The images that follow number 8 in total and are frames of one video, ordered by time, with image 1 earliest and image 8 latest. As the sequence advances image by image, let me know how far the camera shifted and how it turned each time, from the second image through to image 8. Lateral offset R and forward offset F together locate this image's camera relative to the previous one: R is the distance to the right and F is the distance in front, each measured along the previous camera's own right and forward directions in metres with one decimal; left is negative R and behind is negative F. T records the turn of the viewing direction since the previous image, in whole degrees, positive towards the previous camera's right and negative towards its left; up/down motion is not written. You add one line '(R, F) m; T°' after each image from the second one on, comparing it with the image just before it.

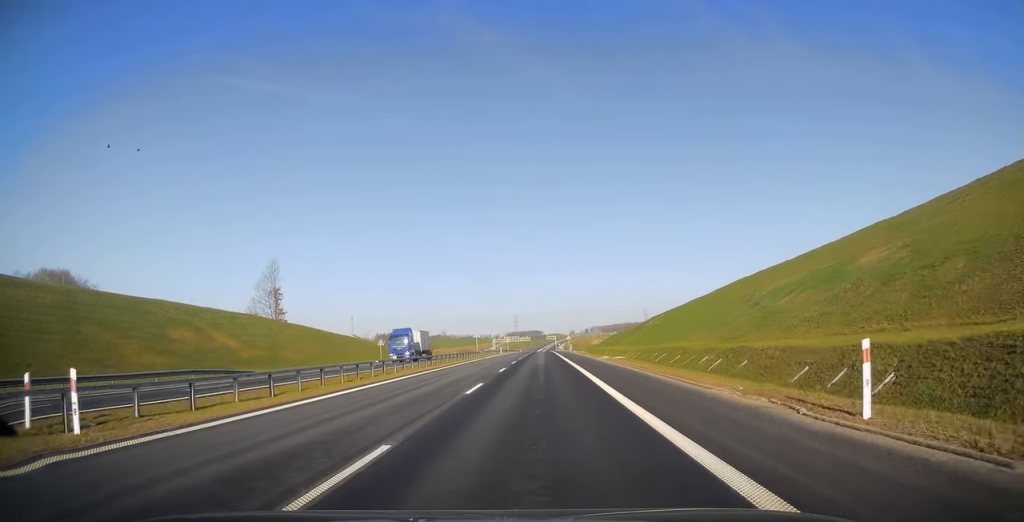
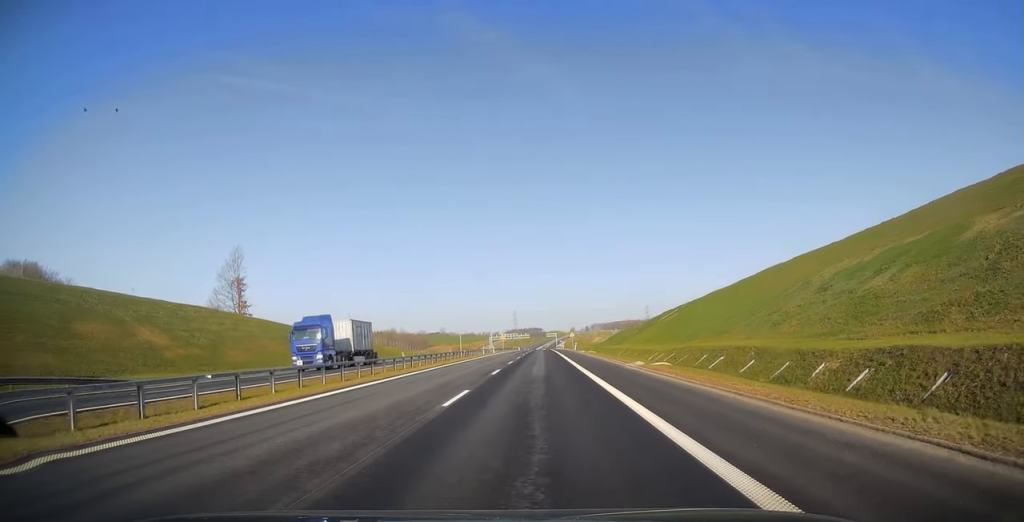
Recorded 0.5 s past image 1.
(-0.1, +15.5) m; 0°
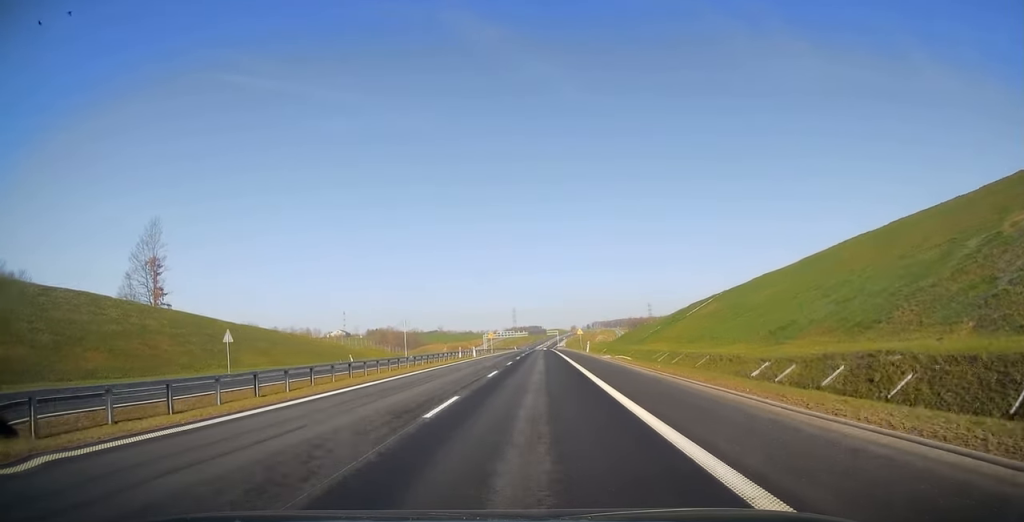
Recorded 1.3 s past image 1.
(0.0, +25.7) m; 0°
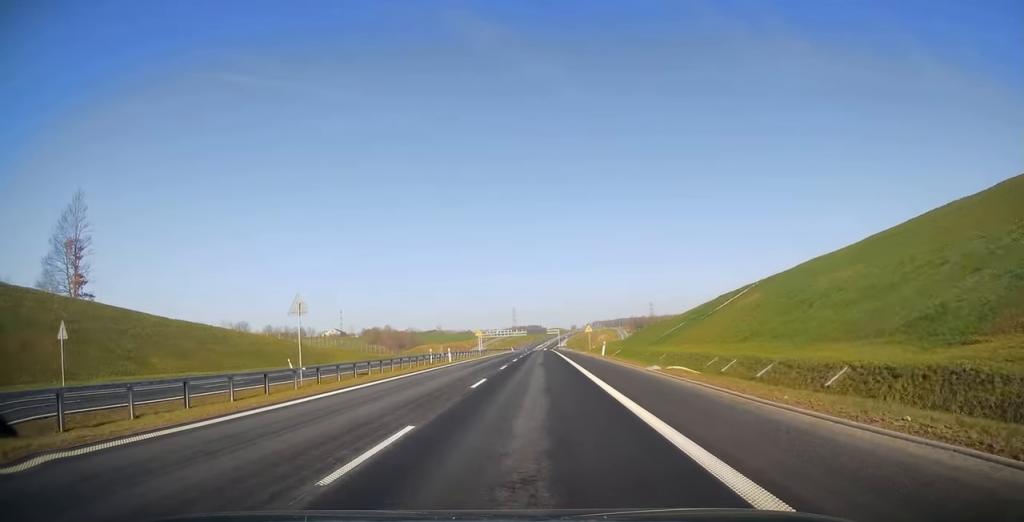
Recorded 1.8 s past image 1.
(0.0, +17.1) m; 0°
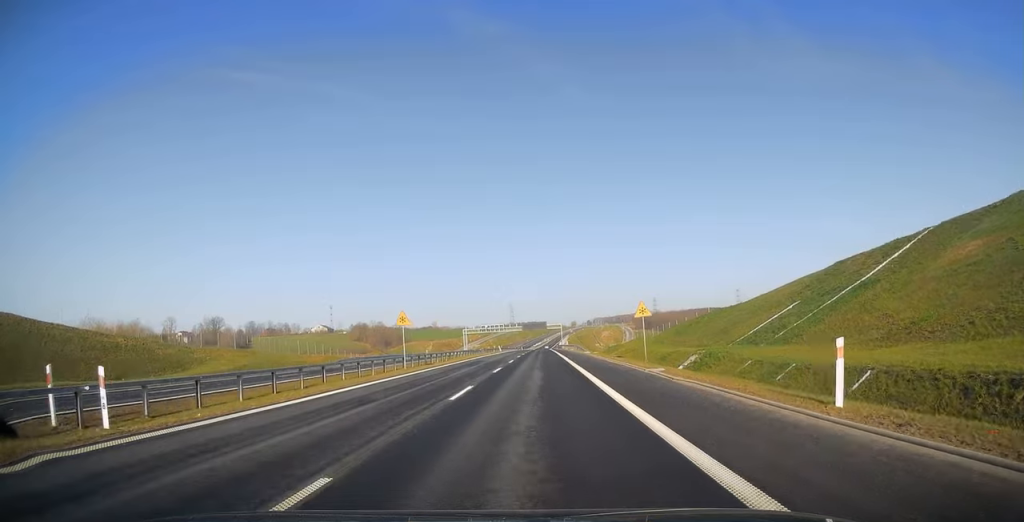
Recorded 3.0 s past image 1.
(+0.2, +39.8) m; 0°
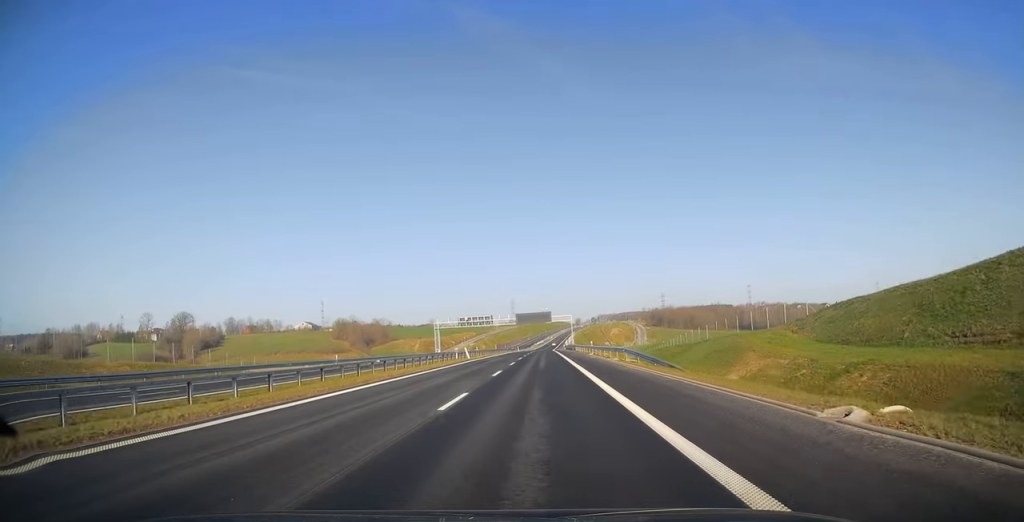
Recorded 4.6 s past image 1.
(+0.1, +50.1) m; 0°
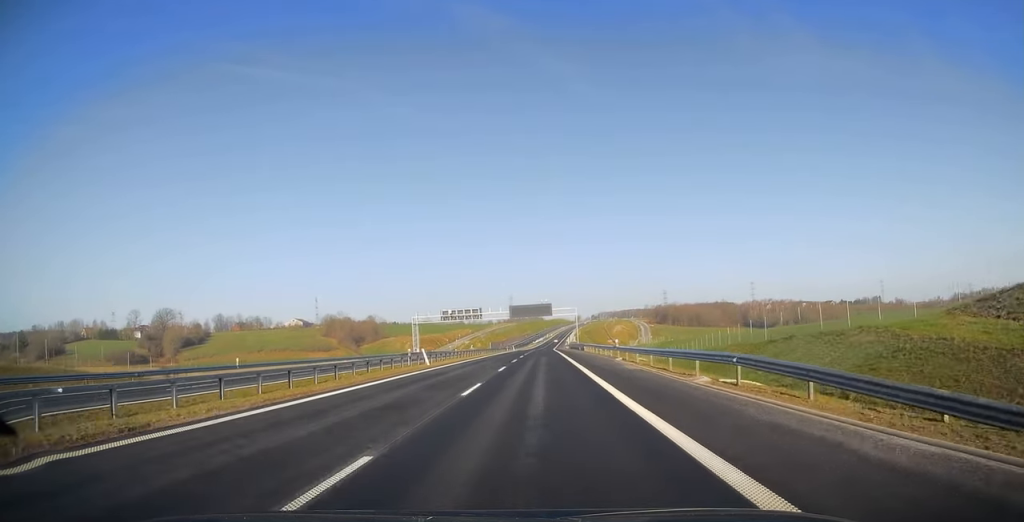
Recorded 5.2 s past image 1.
(-0.2, +21.0) m; 0°
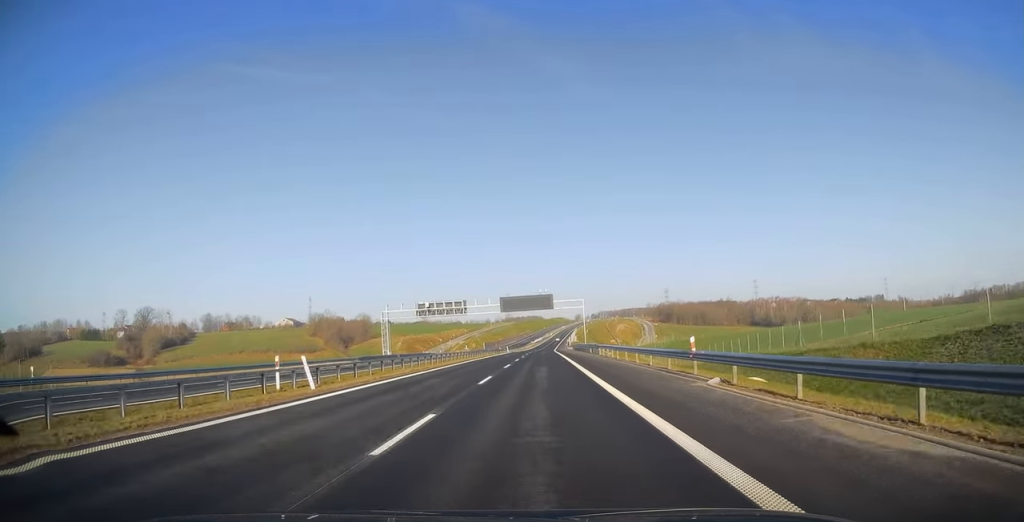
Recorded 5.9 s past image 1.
(-0.1, +19.9) m; 0°
